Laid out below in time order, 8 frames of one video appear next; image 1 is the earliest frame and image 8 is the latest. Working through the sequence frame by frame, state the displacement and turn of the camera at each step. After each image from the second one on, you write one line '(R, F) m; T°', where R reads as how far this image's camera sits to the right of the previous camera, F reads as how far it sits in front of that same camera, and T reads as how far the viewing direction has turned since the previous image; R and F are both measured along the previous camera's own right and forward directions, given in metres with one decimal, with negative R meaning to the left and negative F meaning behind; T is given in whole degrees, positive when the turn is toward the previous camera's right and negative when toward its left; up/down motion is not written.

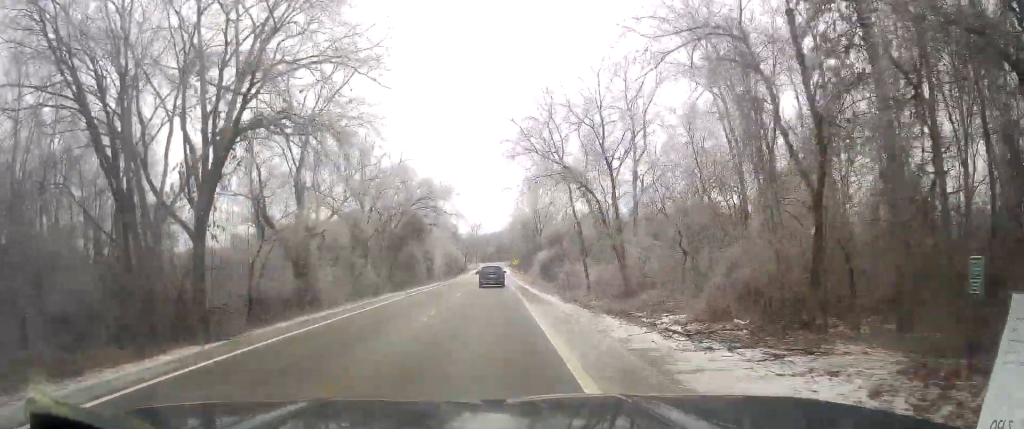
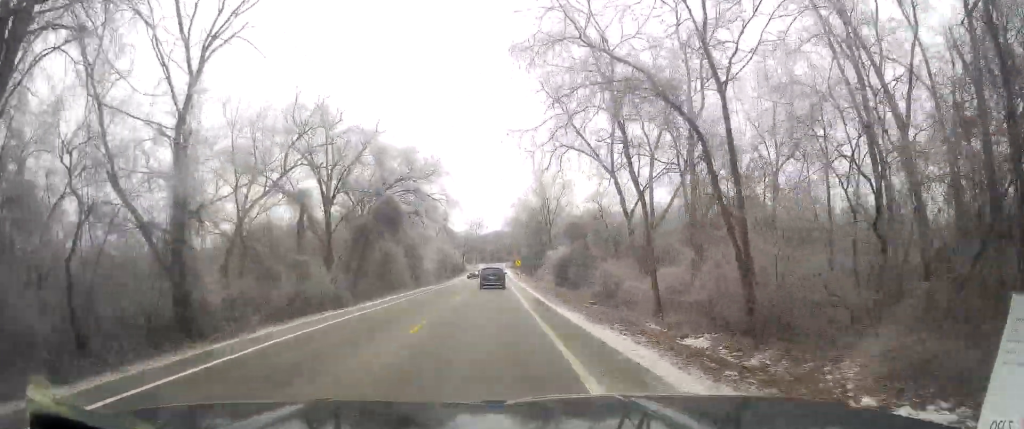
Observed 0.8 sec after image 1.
(+0.2, +18.1) m; 0°
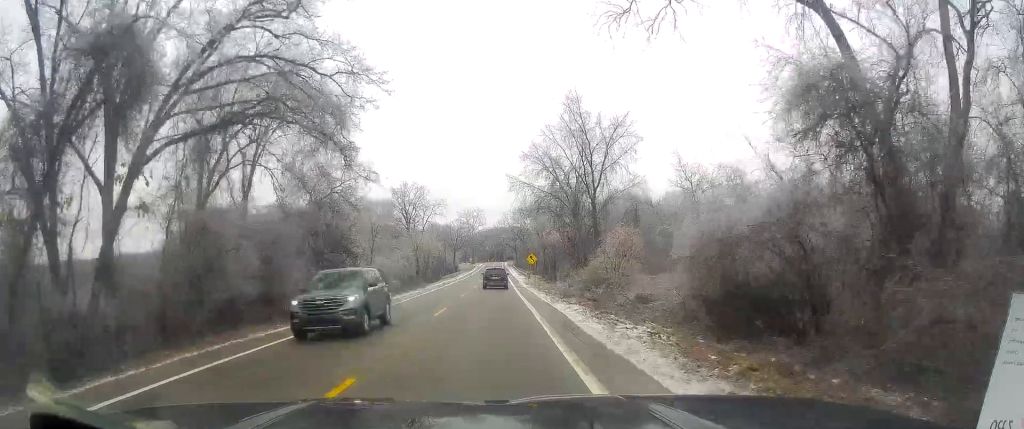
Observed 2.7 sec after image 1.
(-1.7, +41.3) m; -3°
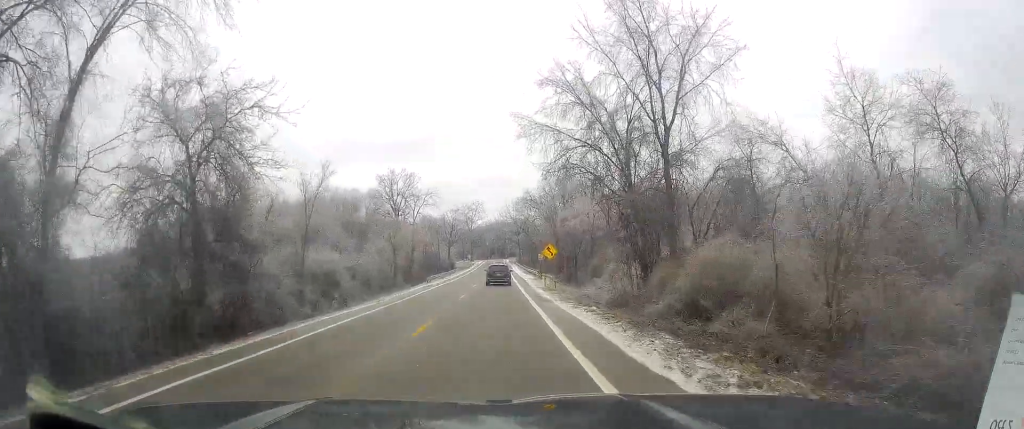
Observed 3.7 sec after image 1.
(+0.4, +21.8) m; +1°
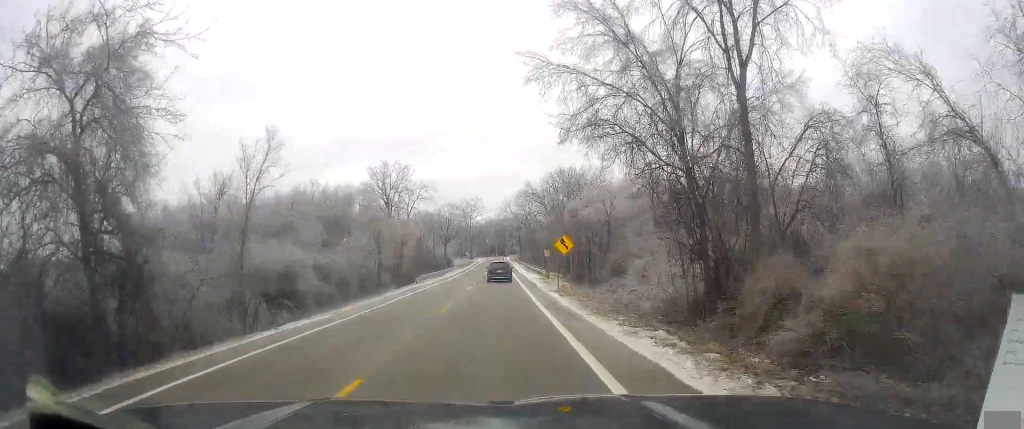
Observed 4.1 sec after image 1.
(0.0, +9.7) m; +1°
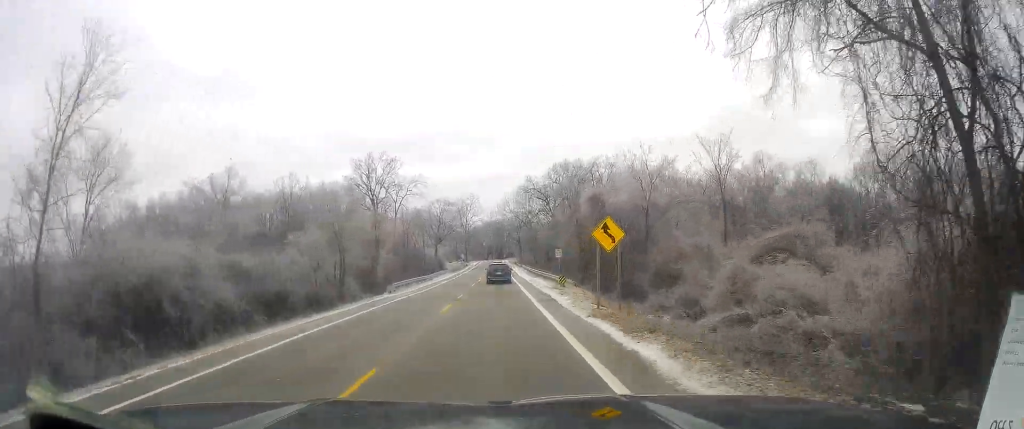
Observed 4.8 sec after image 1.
(+0.1, +15.0) m; 0°
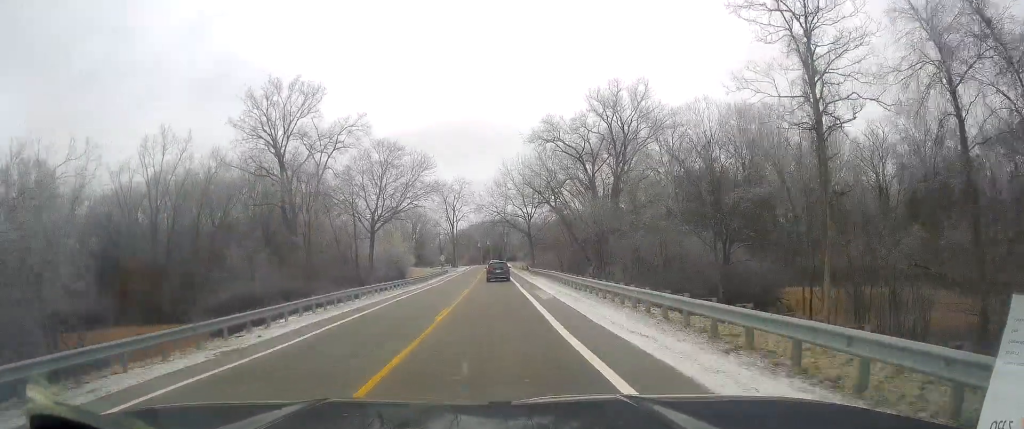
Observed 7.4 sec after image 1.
(-1.4, +59.8) m; -1°
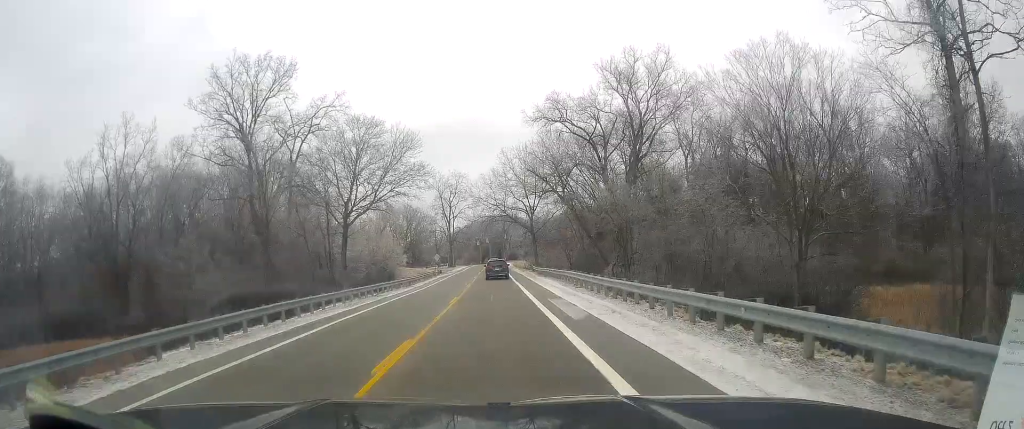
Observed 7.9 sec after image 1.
(0.0, +10.3) m; +1°
